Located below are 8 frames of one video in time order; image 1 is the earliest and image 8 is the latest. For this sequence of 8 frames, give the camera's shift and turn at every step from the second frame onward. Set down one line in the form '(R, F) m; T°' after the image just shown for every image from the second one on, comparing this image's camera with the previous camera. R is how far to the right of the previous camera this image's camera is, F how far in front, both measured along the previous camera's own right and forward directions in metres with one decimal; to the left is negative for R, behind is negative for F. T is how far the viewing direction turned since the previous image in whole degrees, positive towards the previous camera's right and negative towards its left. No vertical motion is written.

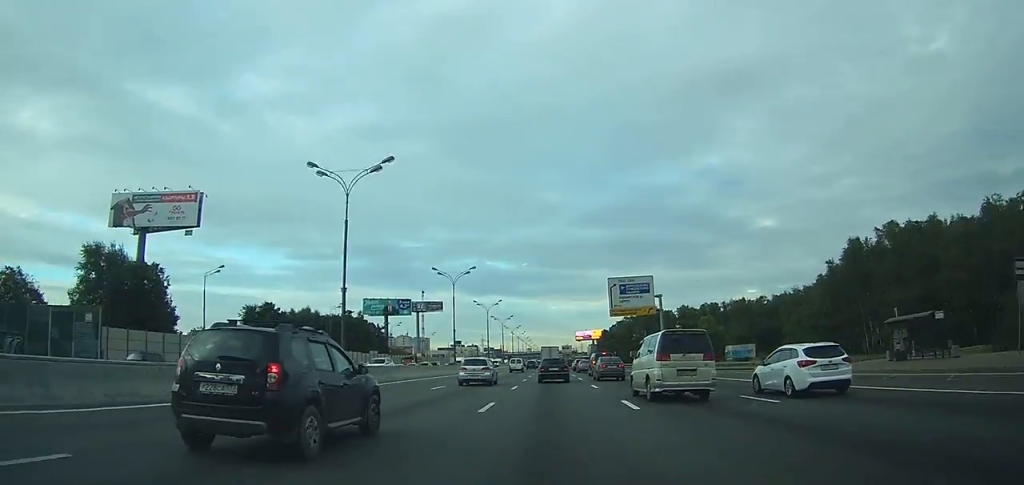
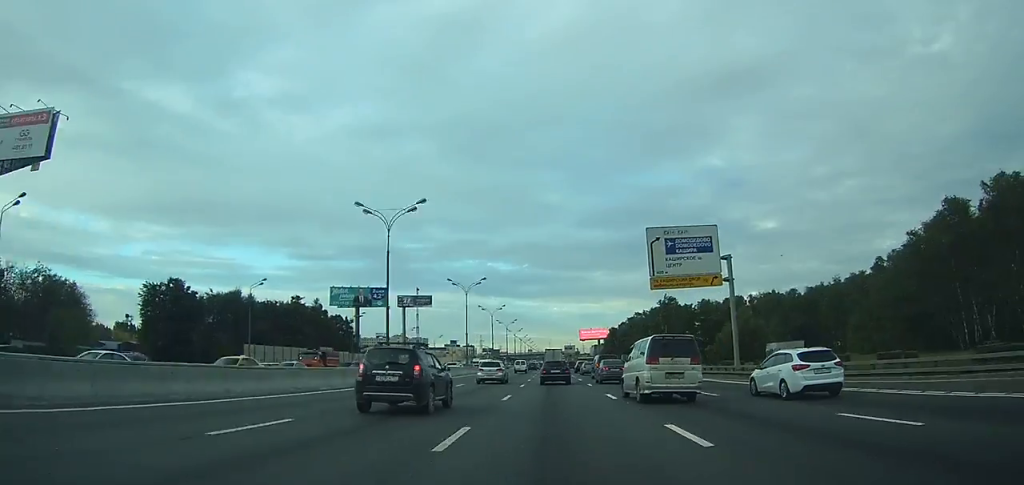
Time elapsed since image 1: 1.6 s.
(+0.1, +29.7) m; 0°
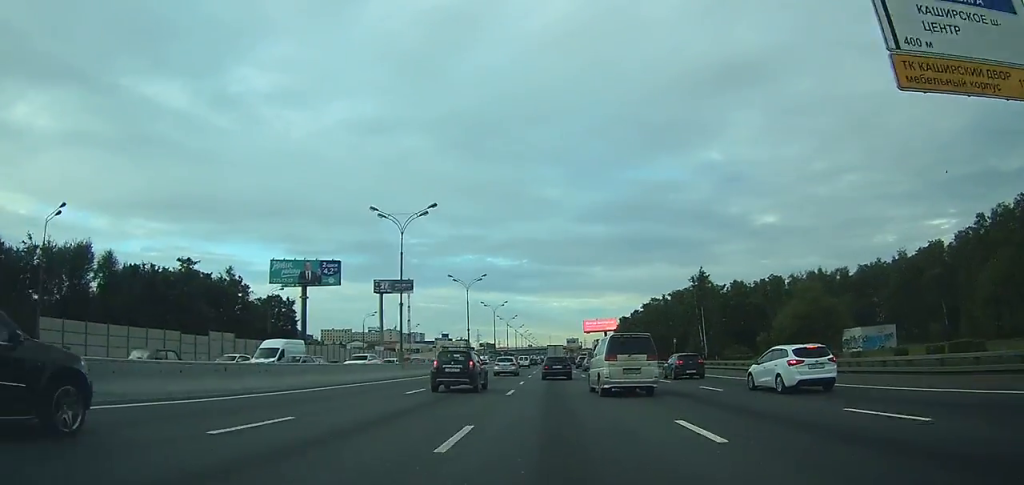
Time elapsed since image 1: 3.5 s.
(-0.1, +36.6) m; 0°
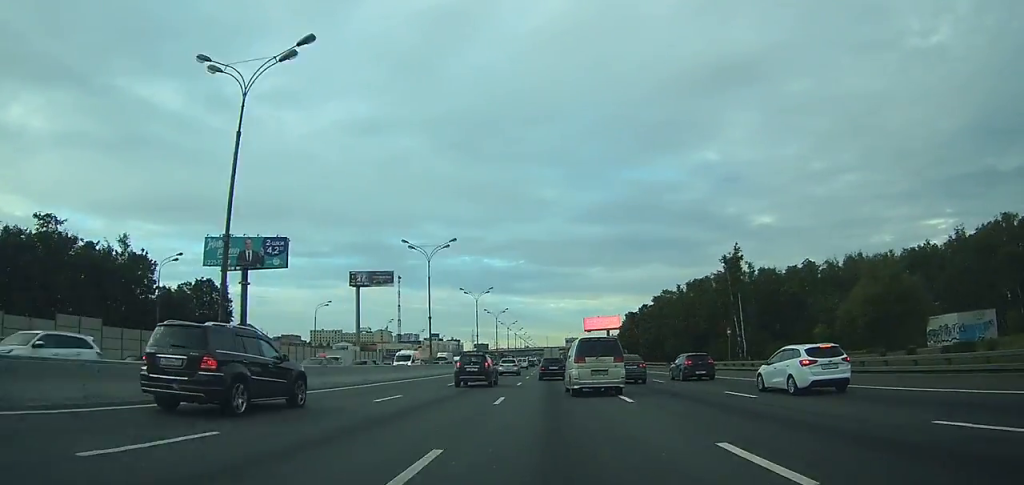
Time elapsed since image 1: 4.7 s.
(-0.1, +25.1) m; 0°
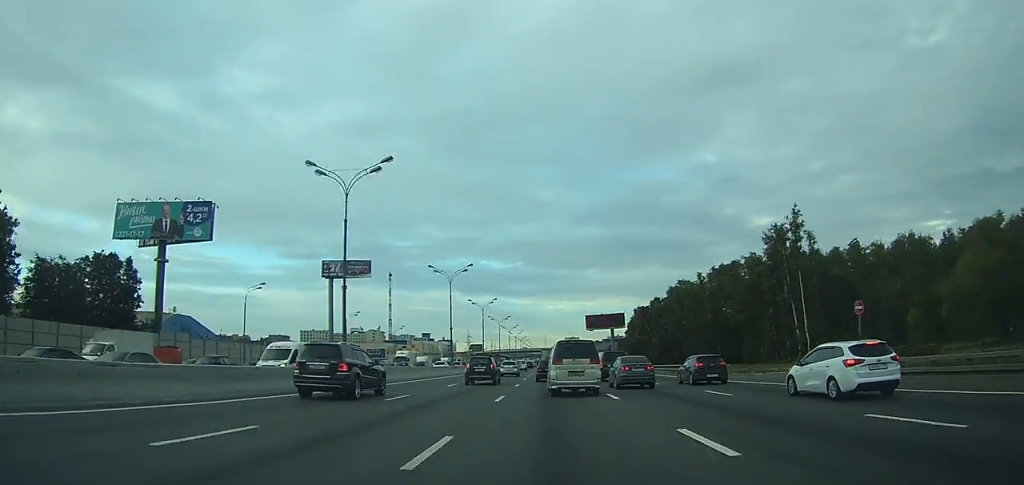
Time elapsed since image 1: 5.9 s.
(0.0, +23.4) m; 0°
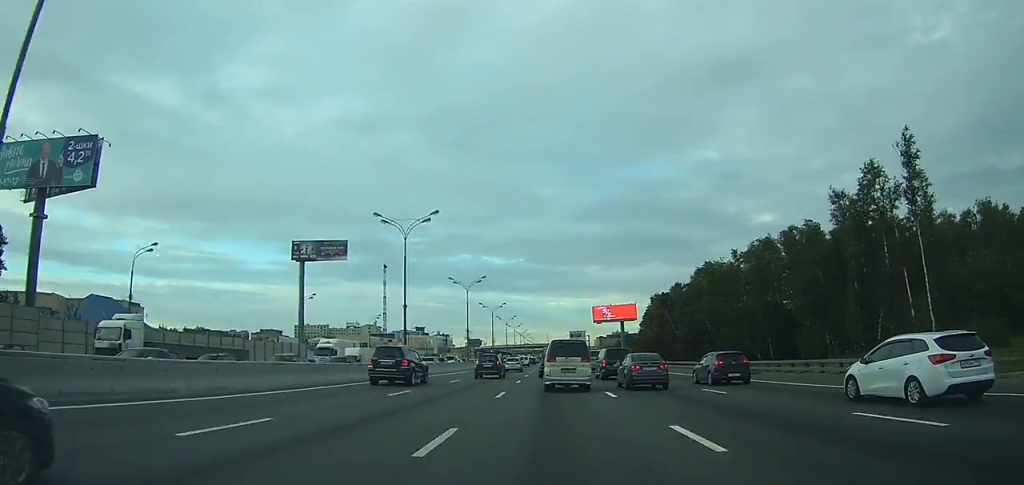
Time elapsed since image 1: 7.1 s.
(0.0, +23.2) m; 0°
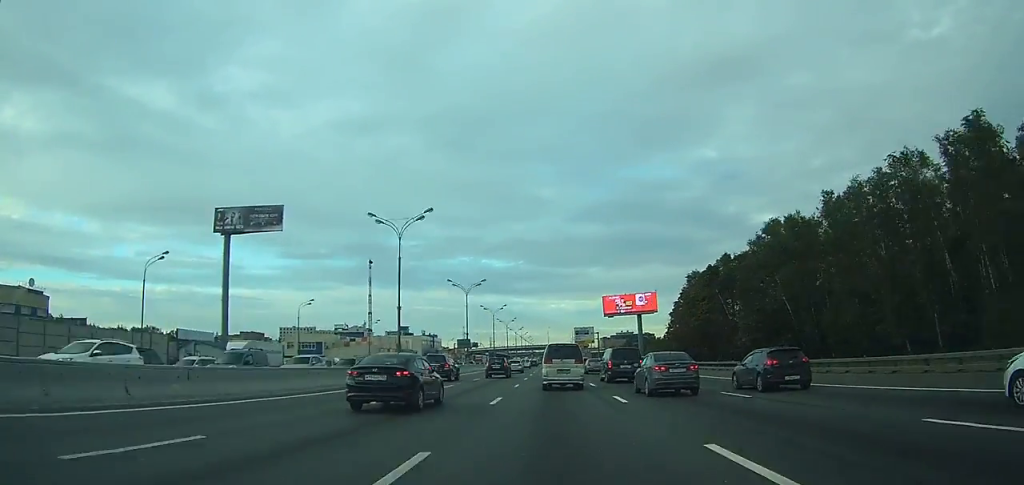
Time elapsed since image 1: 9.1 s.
(+0.1, +37.0) m; 0°
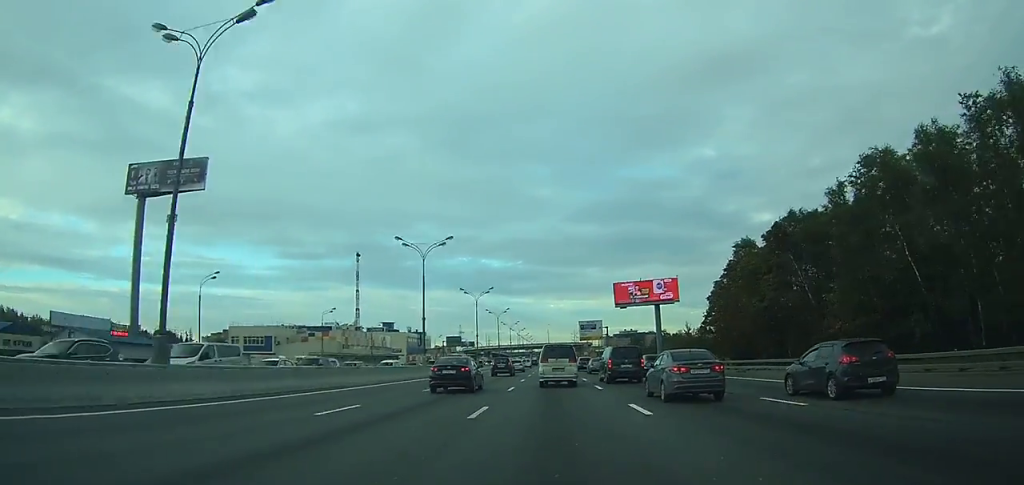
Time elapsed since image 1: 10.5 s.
(0.0, +27.1) m; 0°
